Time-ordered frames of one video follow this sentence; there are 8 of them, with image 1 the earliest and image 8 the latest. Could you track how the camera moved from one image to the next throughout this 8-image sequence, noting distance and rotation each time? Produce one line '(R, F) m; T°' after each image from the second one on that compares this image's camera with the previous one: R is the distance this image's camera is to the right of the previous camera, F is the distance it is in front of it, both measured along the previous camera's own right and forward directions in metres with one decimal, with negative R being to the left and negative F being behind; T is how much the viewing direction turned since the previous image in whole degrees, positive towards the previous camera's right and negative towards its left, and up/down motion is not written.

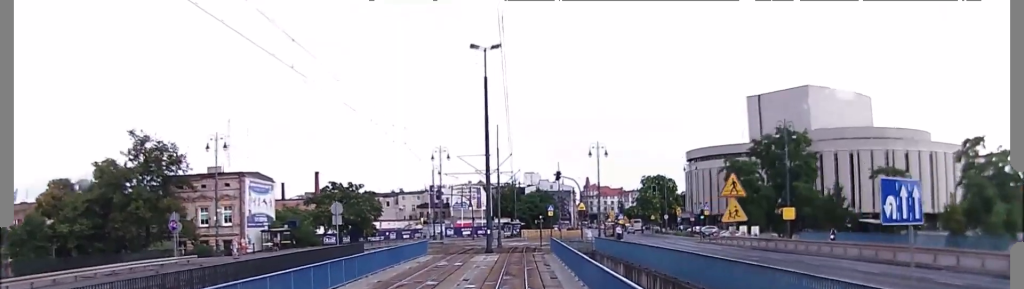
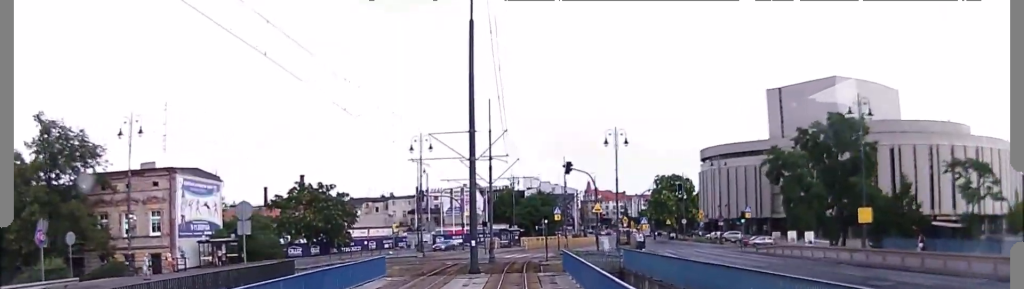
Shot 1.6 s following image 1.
(-0.2, +15.4) m; +2°
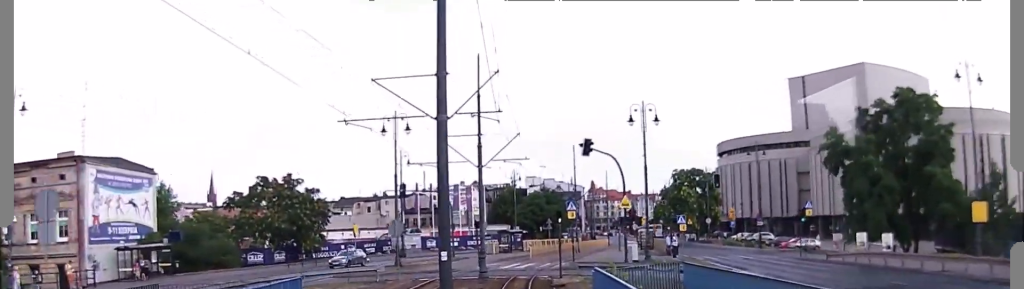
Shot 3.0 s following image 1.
(+0.5, +13.8) m; -1°
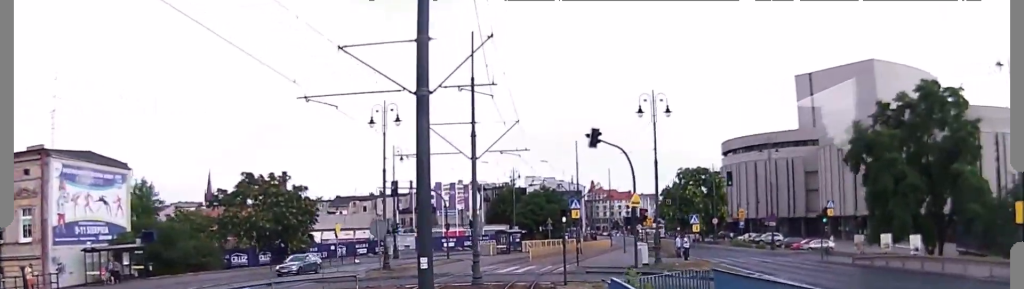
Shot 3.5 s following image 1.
(-0.2, +4.0) m; 0°
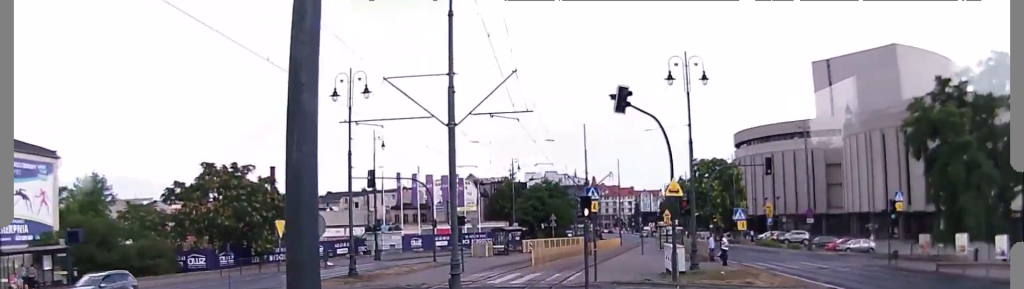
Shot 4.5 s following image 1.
(-0.1, +9.3) m; 0°
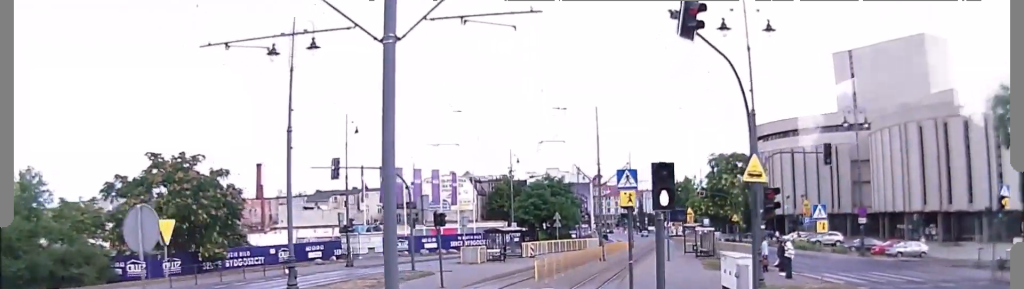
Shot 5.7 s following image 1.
(0.0, +10.1) m; +1°
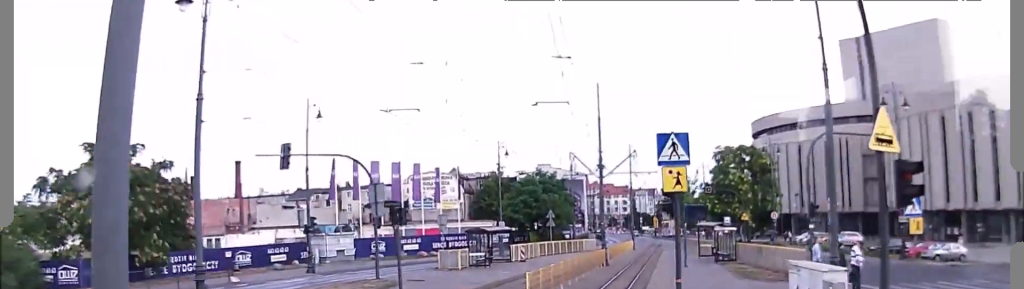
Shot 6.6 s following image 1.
(+0.1, +7.7) m; +3°
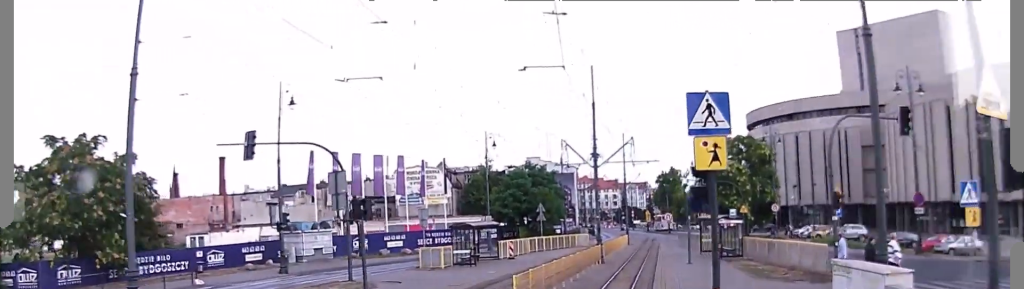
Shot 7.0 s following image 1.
(+0.1, +3.5) m; +2°
